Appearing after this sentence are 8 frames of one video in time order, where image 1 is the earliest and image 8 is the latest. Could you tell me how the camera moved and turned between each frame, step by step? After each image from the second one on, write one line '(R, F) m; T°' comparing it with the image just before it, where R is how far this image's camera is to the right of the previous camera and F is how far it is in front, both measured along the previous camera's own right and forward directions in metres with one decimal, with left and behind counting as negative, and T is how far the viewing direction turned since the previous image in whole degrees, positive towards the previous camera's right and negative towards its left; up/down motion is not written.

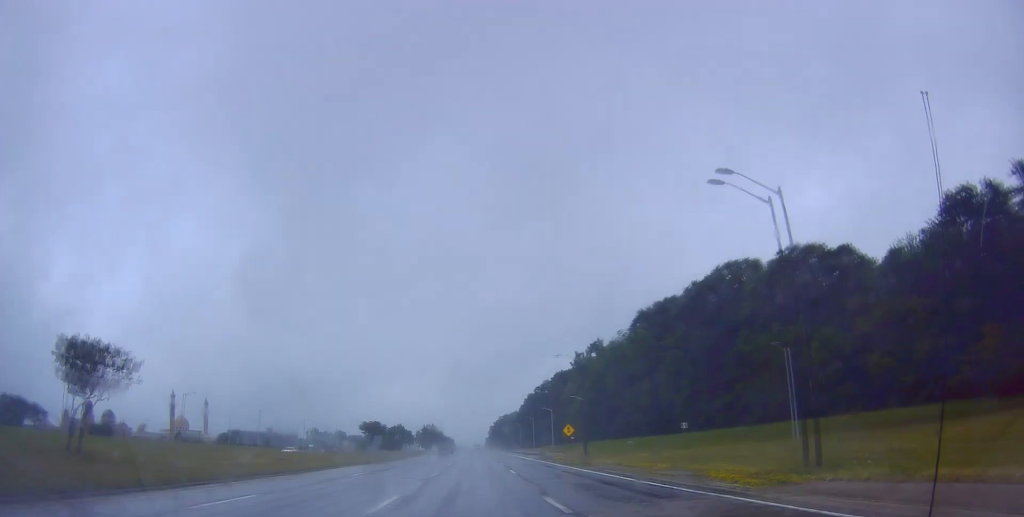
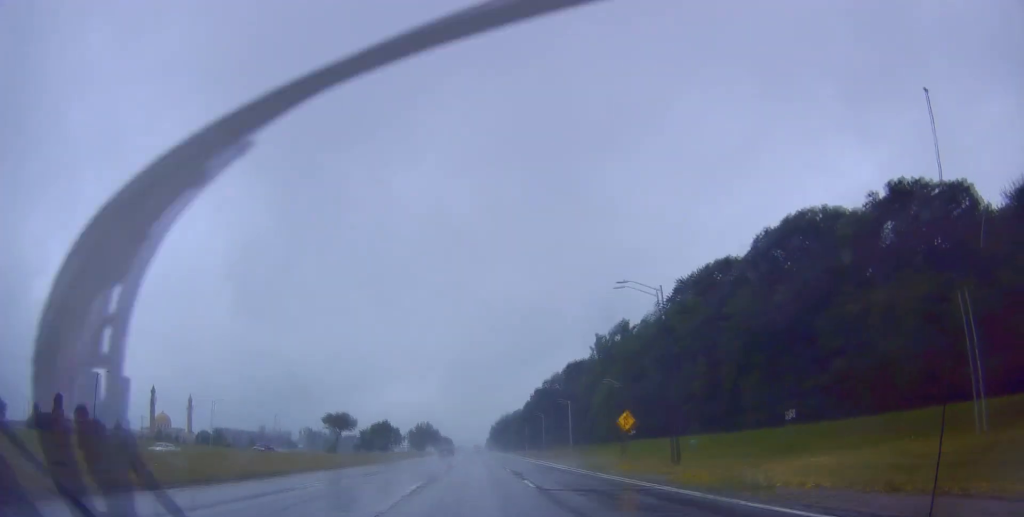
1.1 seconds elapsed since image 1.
(0.0, +24.8) m; 0°
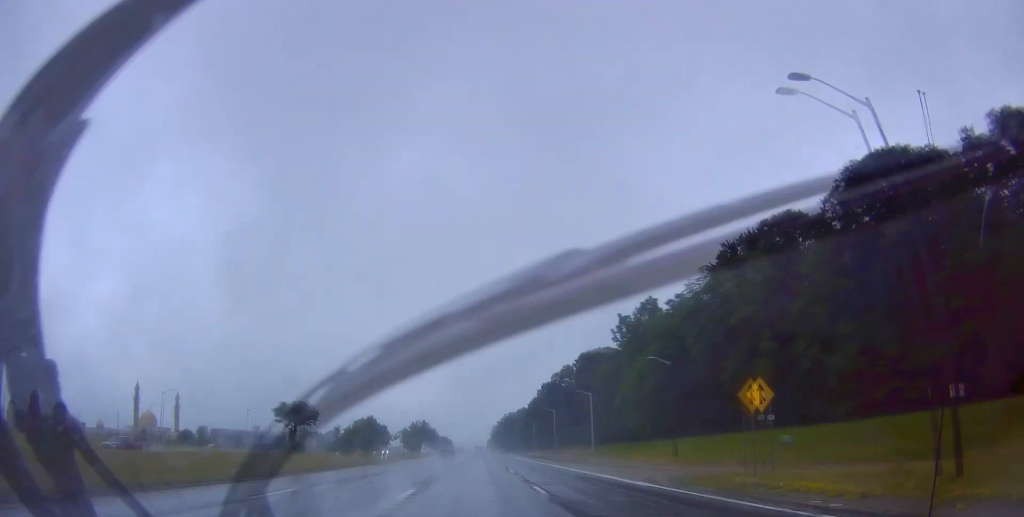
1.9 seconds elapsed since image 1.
(0.0, +19.1) m; -1°
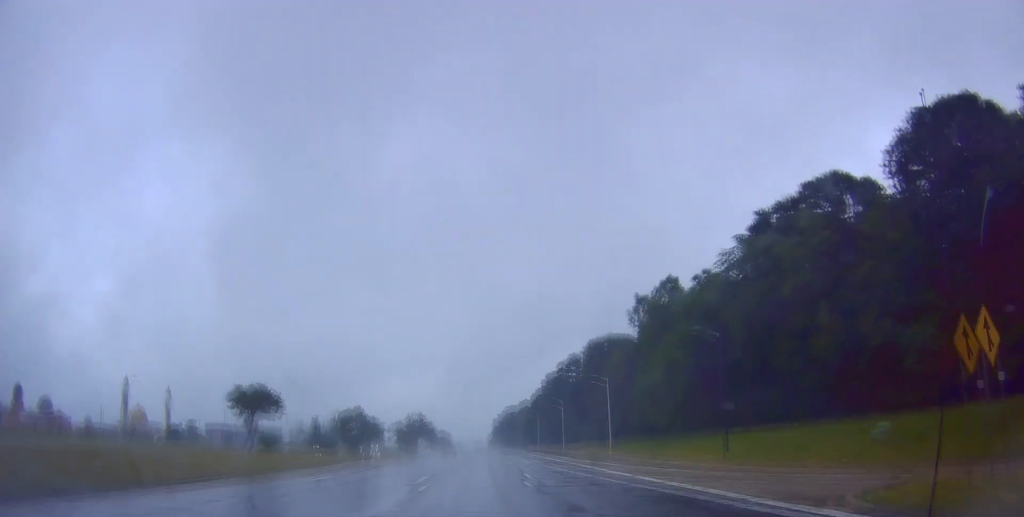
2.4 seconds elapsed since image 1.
(+0.1, +11.4) m; -1°
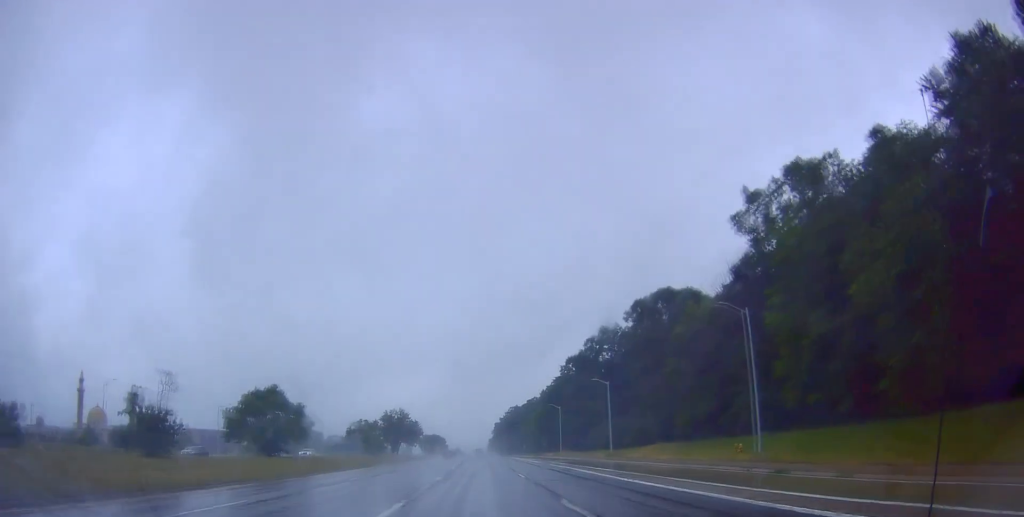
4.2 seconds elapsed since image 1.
(-1.0, +40.7) m; 0°
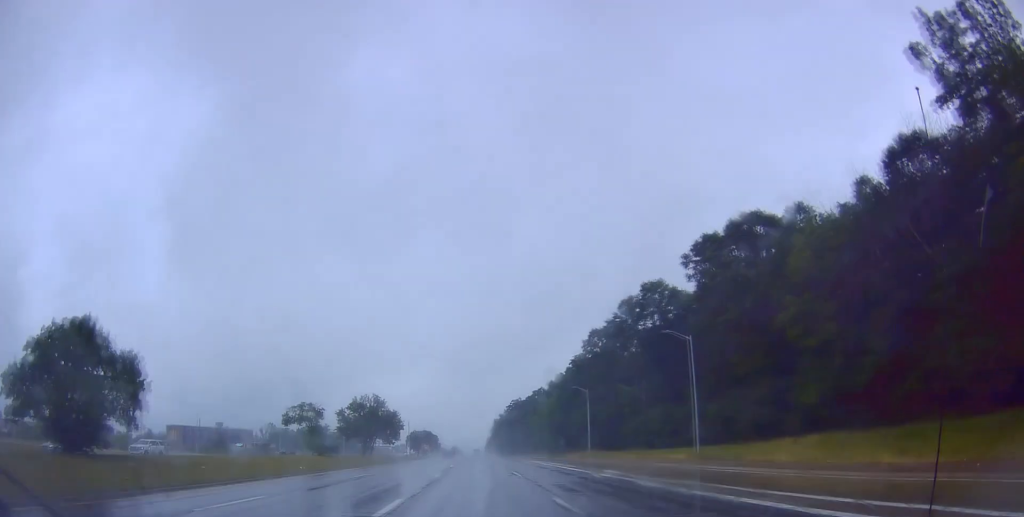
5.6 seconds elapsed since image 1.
(+0.5, +30.3) m; 0°
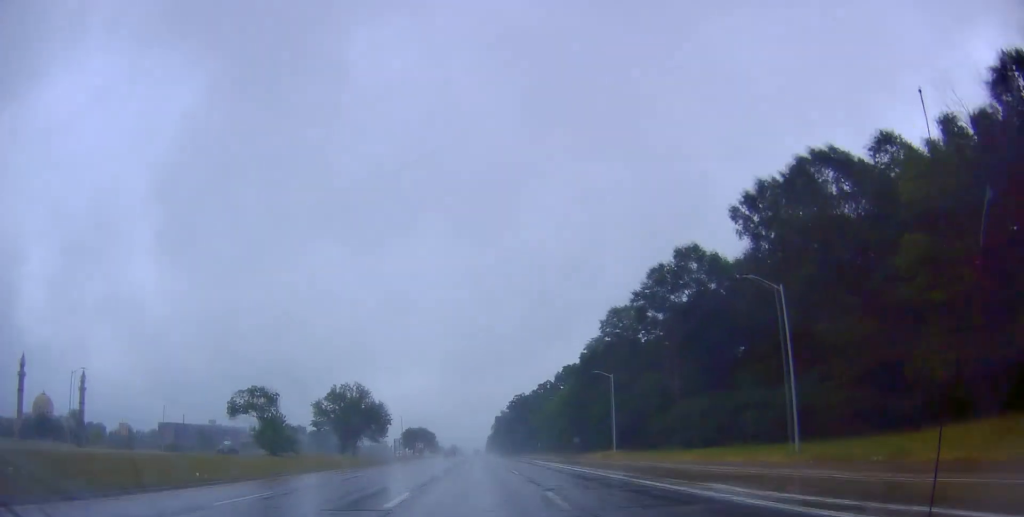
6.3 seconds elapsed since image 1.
(-0.3, +14.7) m; -1°
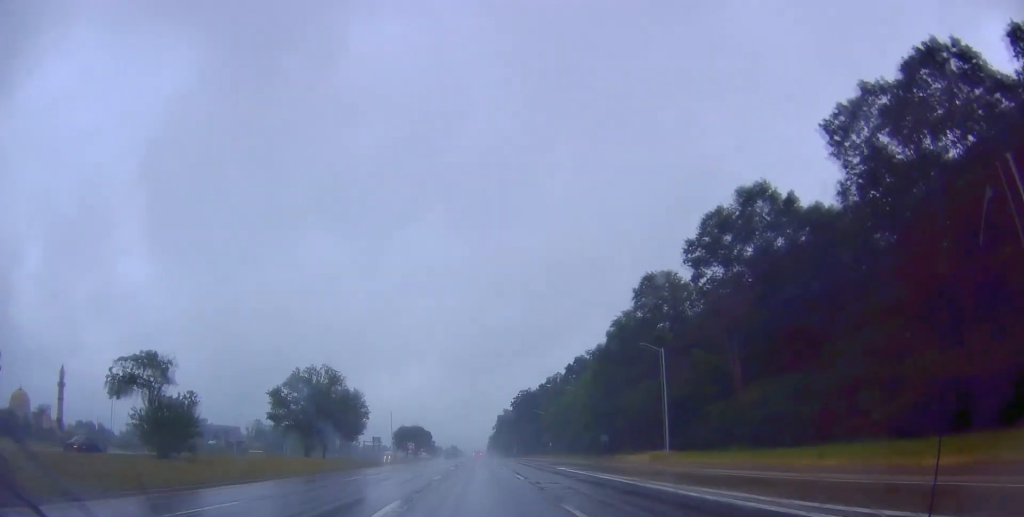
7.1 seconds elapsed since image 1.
(-0.1, +18.2) m; +1°
